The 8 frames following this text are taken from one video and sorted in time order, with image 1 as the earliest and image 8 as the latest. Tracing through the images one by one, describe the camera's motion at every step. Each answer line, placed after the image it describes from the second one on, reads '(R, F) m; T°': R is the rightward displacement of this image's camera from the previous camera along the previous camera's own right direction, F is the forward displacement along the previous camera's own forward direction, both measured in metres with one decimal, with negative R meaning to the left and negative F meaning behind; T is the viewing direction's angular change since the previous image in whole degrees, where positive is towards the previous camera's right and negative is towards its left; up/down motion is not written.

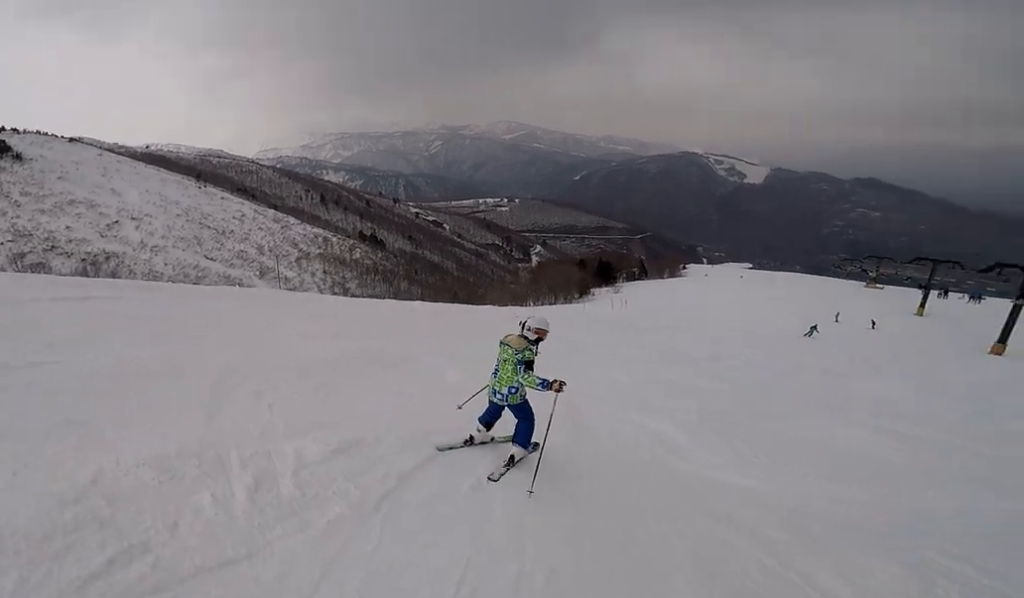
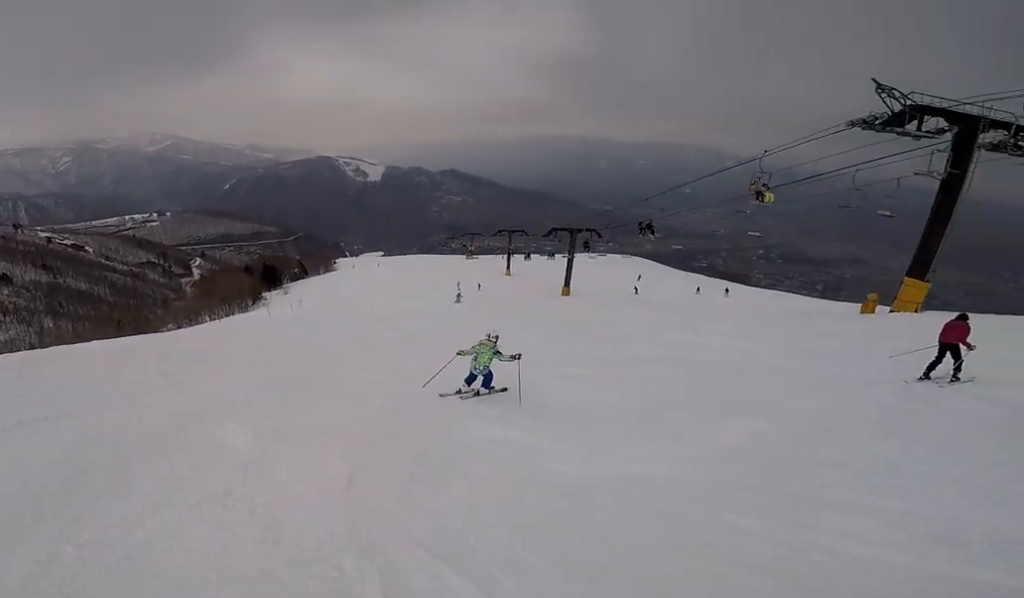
(+1.1, +3.4) m; +39°
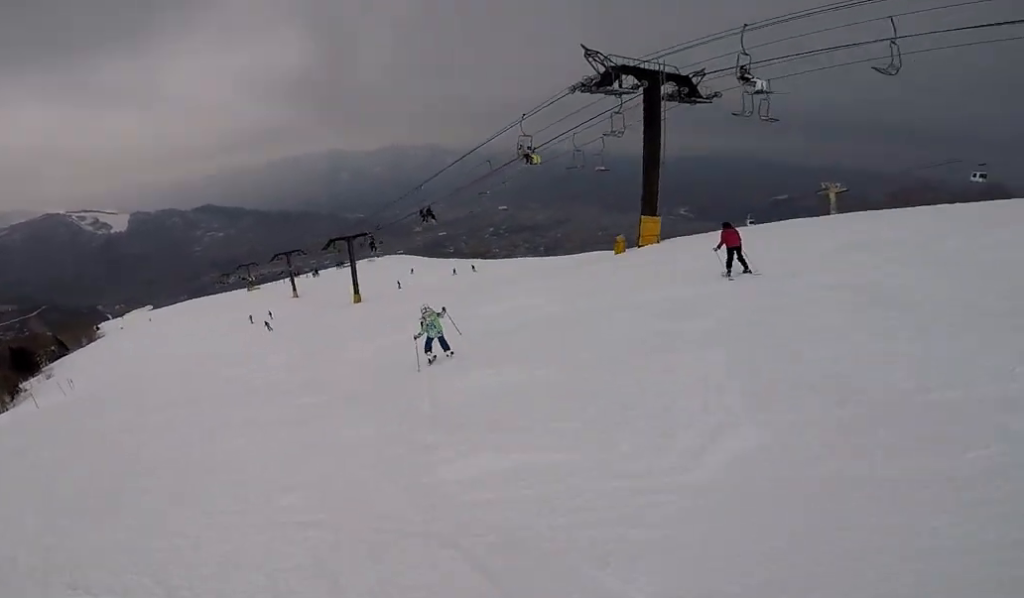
(+0.8, +2.5) m; +32°
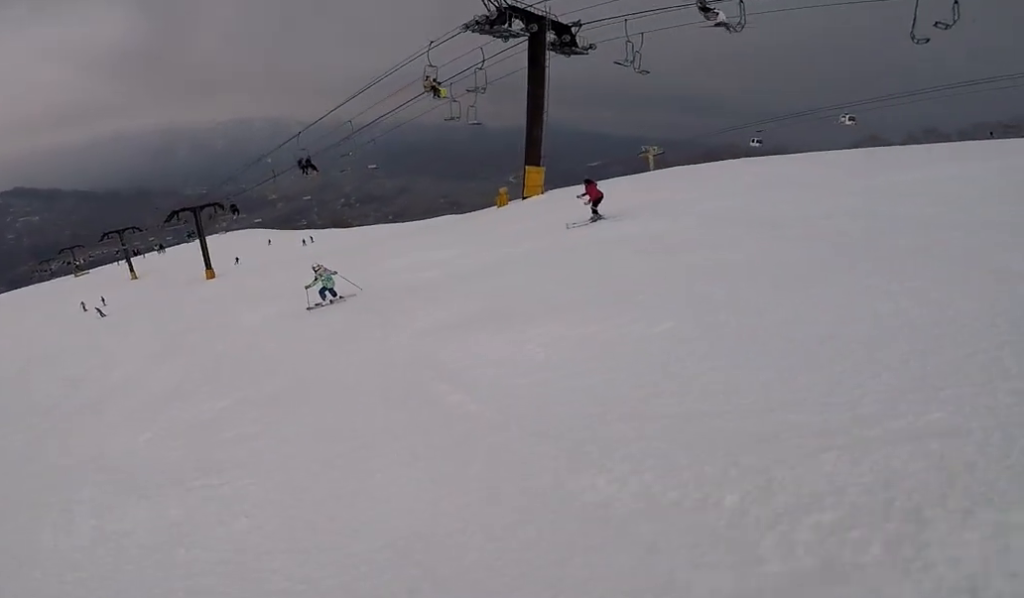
(+0.9, +2.5) m; +25°
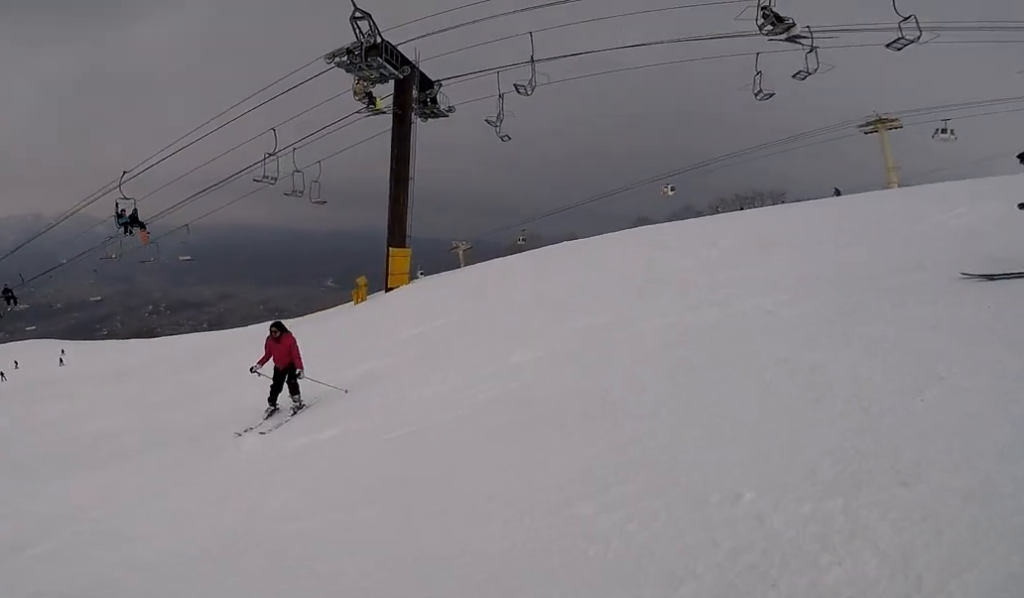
(+1.5, +6.9) m; +10°
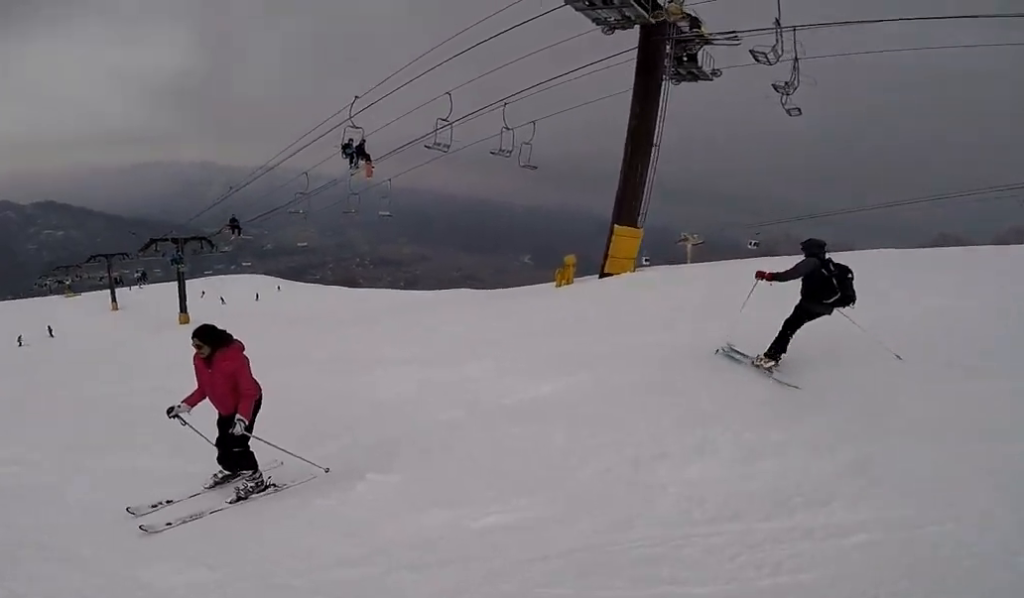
(-0.2, +3.9) m; -17°
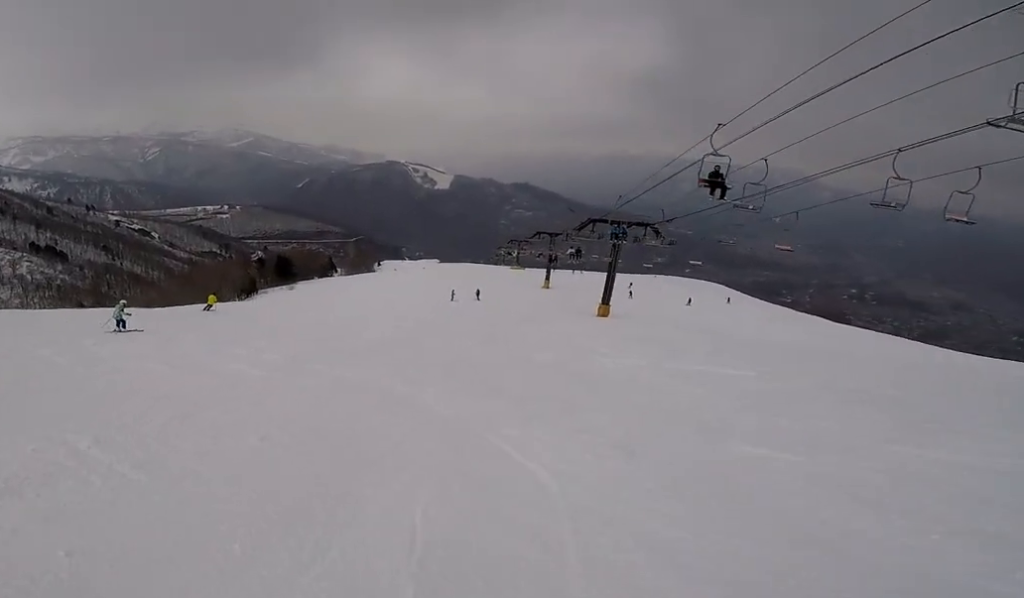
(-3.3, +5.9) m; -40°
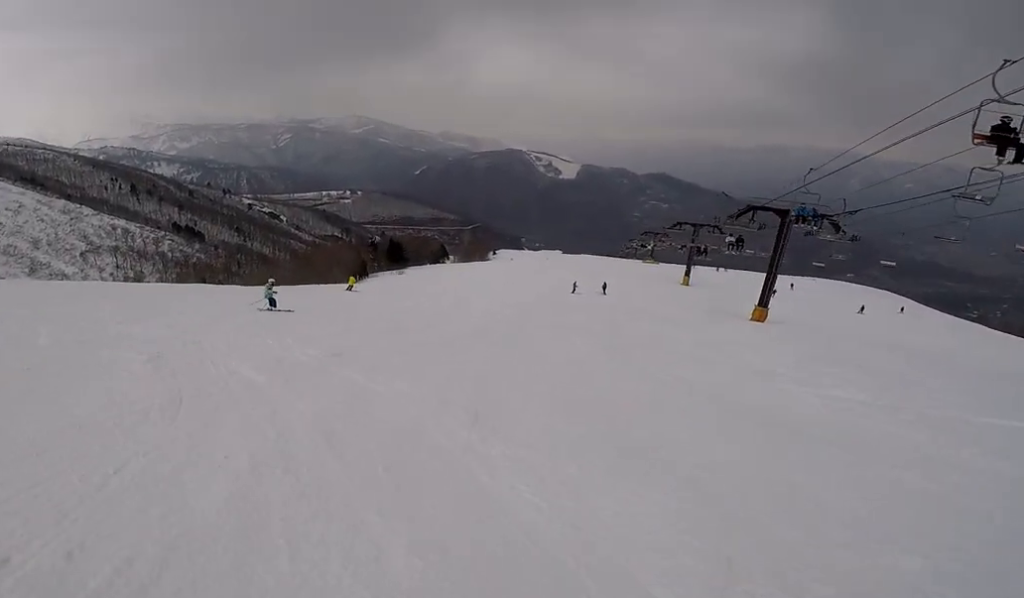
(+0.2, +3.2) m; -1°
